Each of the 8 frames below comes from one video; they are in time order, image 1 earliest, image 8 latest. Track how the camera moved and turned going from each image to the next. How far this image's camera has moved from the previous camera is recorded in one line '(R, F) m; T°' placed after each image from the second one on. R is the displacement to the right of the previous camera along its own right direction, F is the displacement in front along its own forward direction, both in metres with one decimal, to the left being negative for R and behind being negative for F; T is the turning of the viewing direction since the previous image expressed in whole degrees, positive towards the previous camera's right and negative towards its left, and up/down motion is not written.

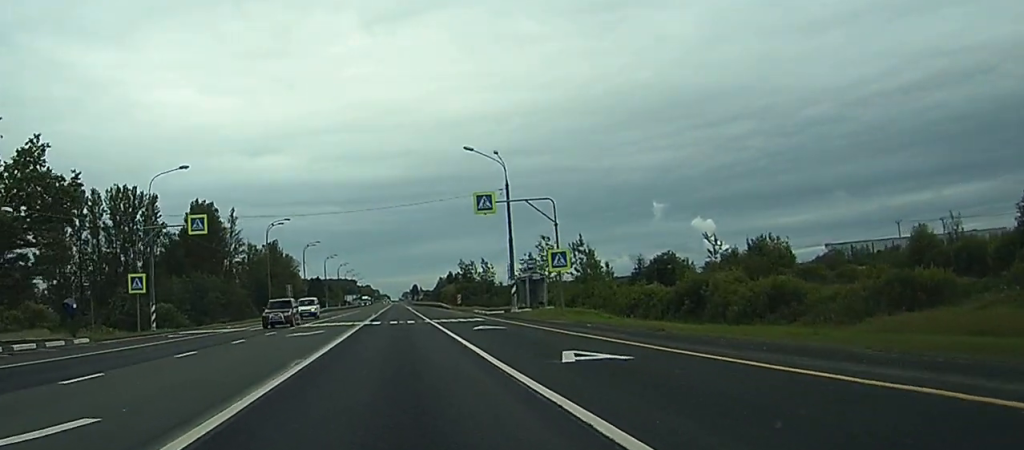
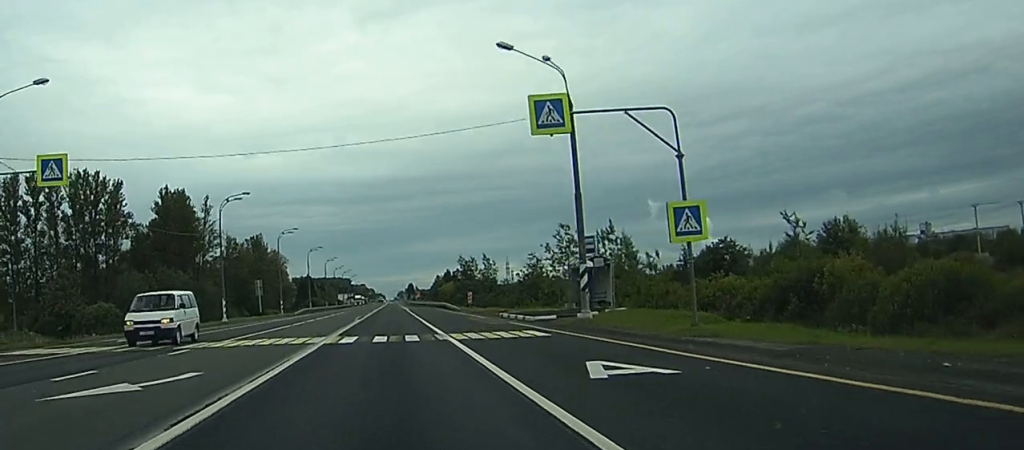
(+0.7, +23.6) m; +1°
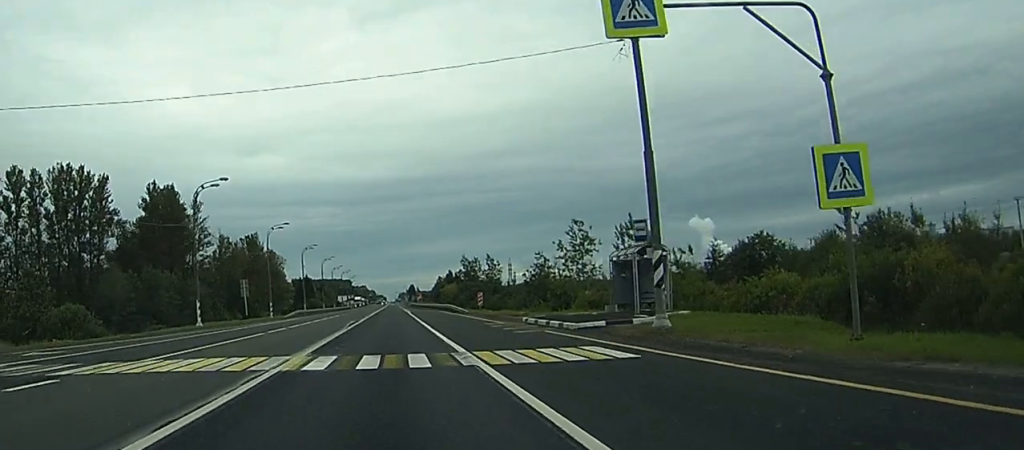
(-0.1, +10.0) m; 0°
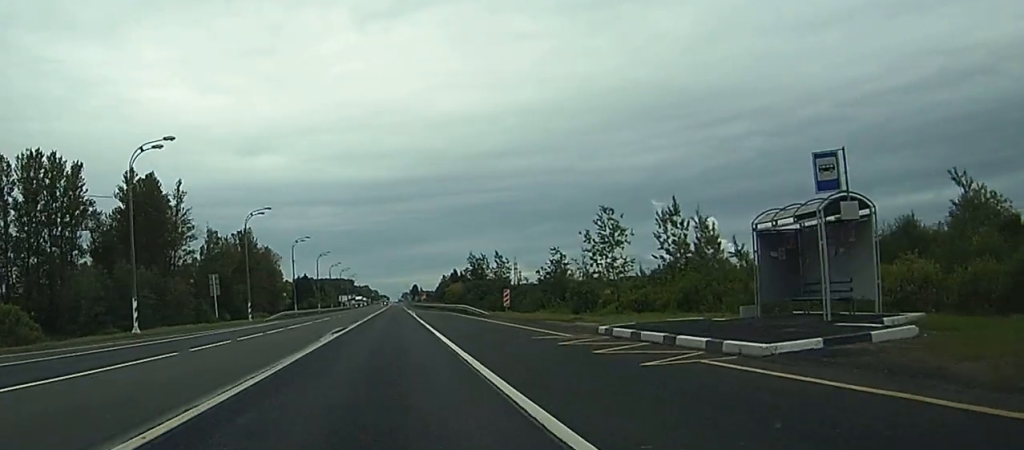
(-0.2, +16.7) m; -1°
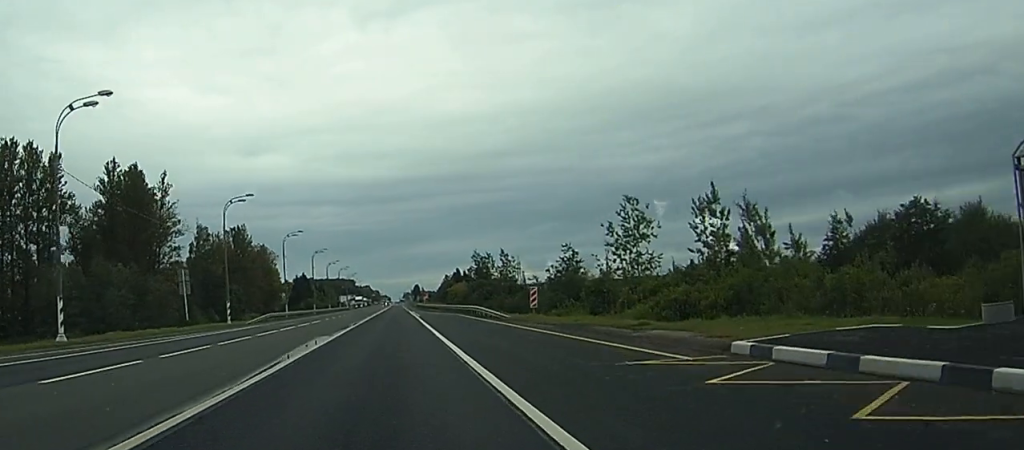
(0.0, +11.4) m; 0°
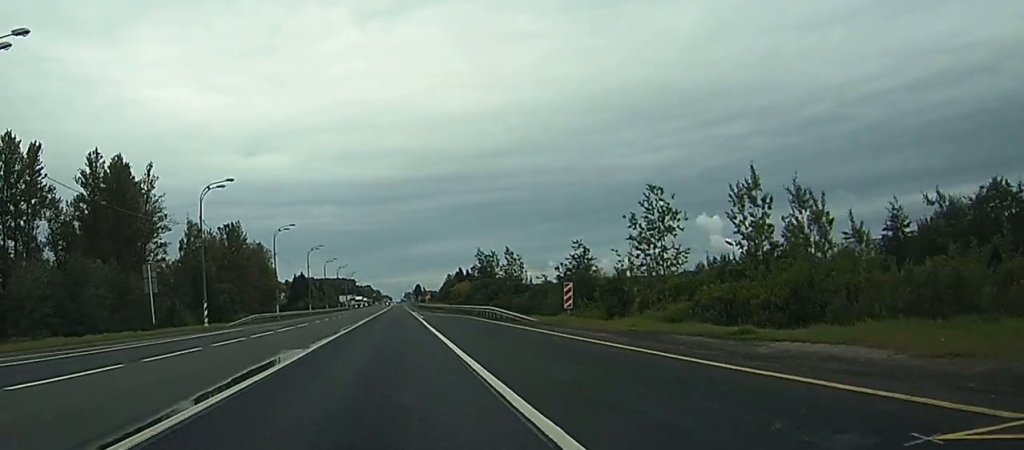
(0.0, +9.4) m; 0°
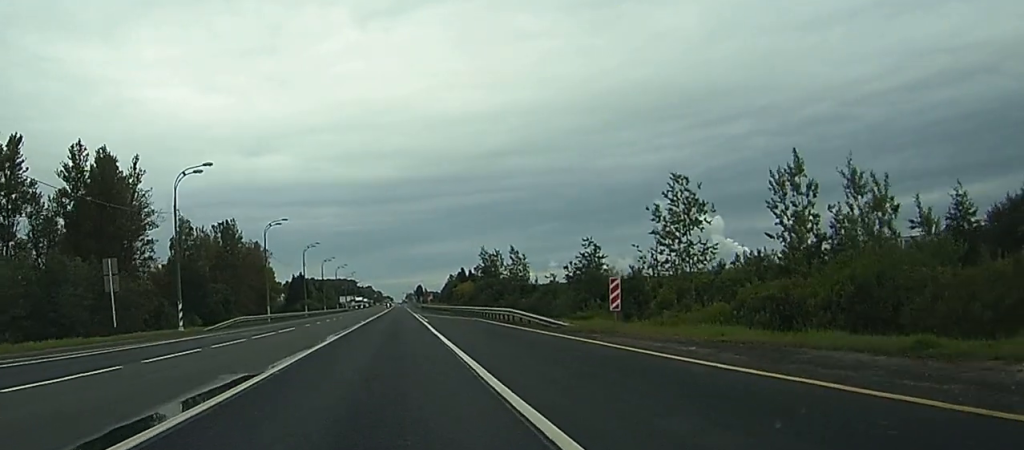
(0.0, +8.1) m; 0°
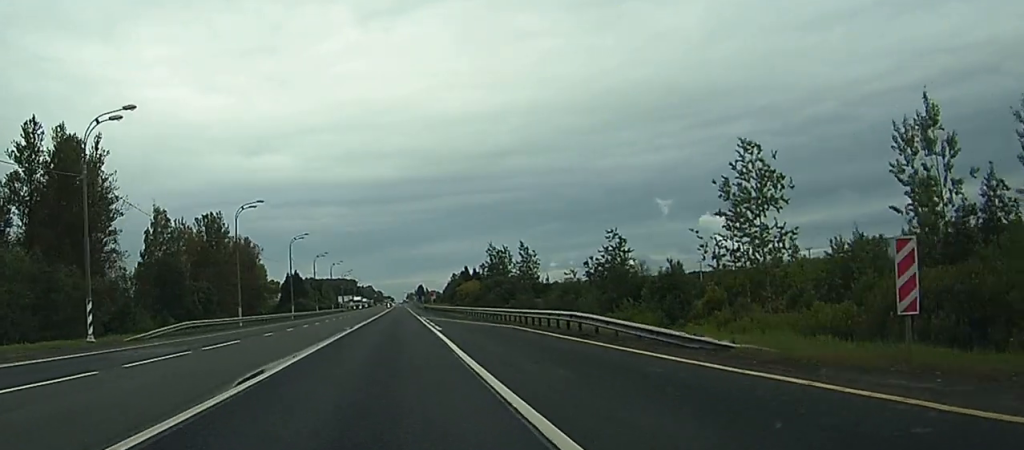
(0.0, +17.6) m; 0°
